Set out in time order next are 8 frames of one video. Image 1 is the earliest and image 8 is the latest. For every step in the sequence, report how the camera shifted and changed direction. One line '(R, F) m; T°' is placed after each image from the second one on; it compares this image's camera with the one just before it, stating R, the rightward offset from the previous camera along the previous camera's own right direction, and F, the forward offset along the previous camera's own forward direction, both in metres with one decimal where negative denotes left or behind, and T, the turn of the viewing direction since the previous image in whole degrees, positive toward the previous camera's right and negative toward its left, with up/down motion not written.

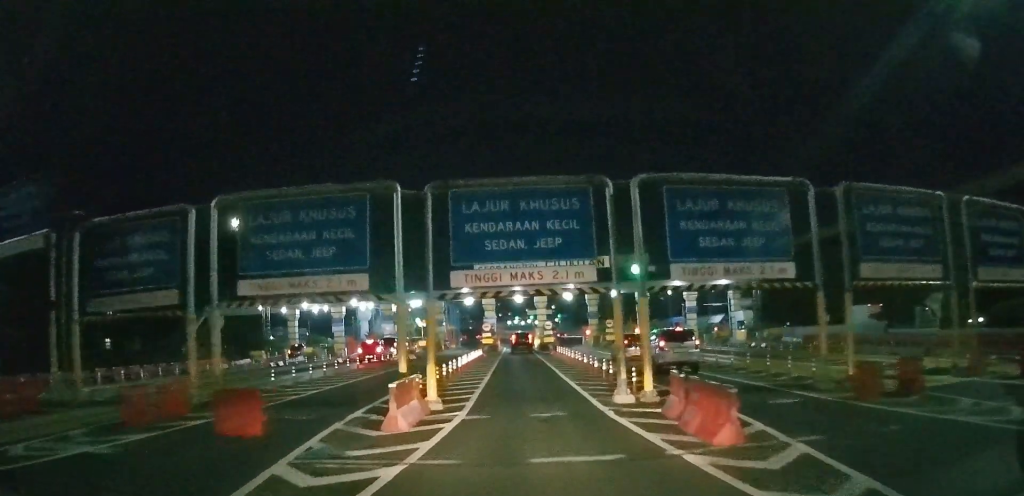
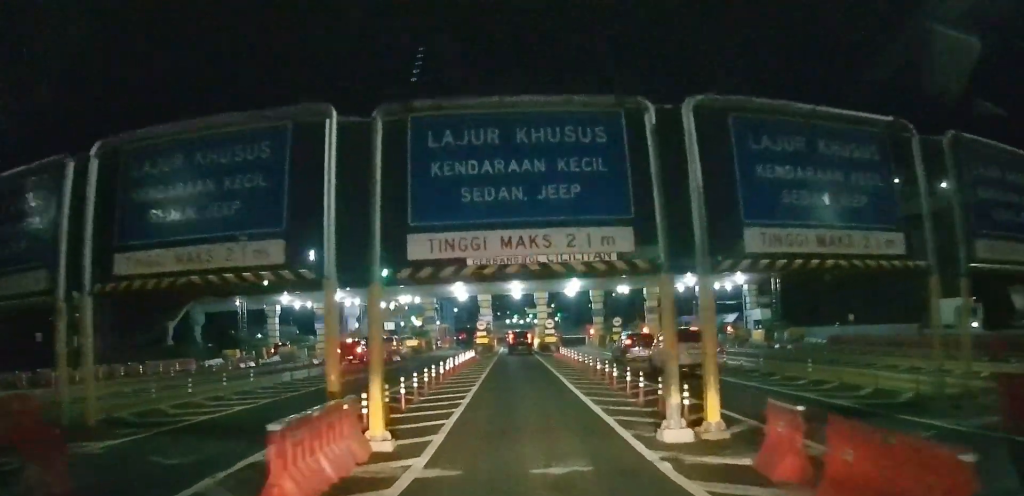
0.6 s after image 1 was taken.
(0.0, +5.5) m; 0°
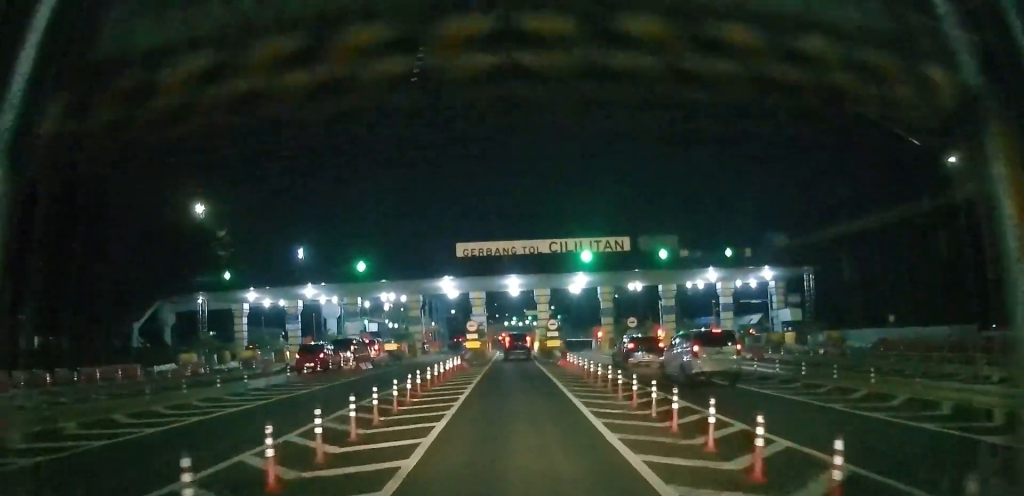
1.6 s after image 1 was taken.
(0.0, +7.9) m; 0°
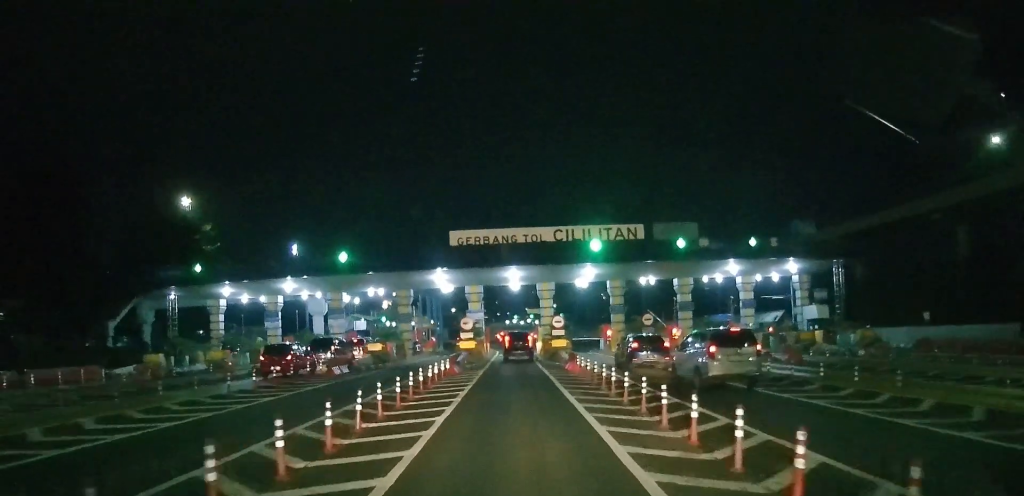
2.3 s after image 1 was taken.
(0.0, +5.0) m; 0°
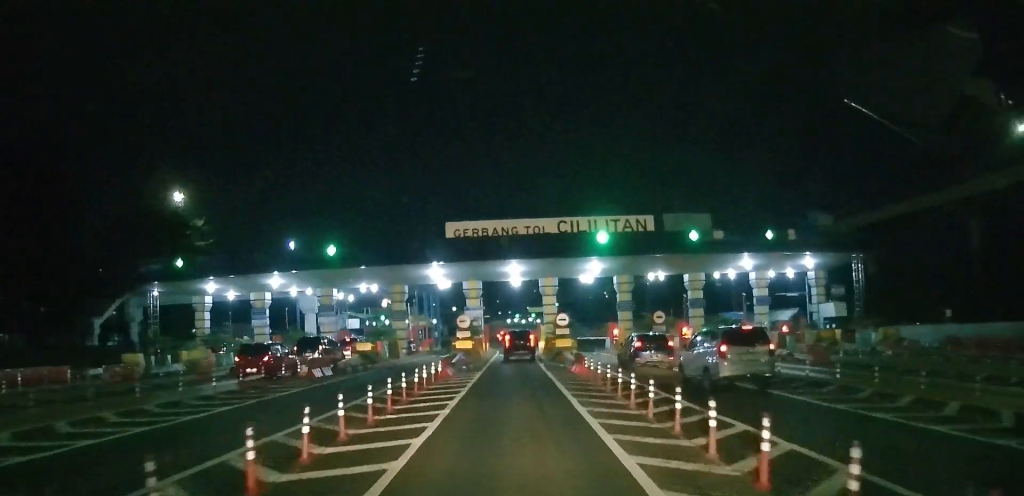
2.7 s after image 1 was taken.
(0.0, +3.2) m; 0°
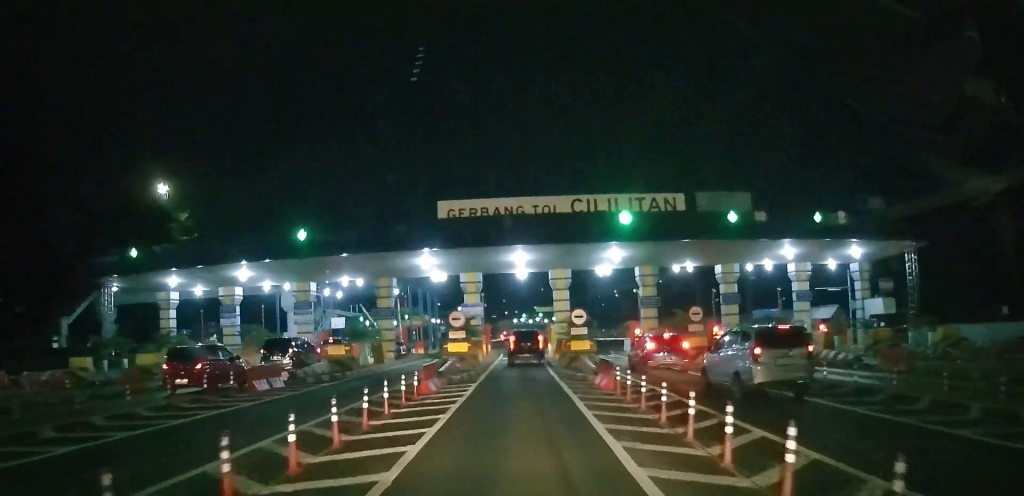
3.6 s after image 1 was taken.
(0.0, +6.2) m; -1°
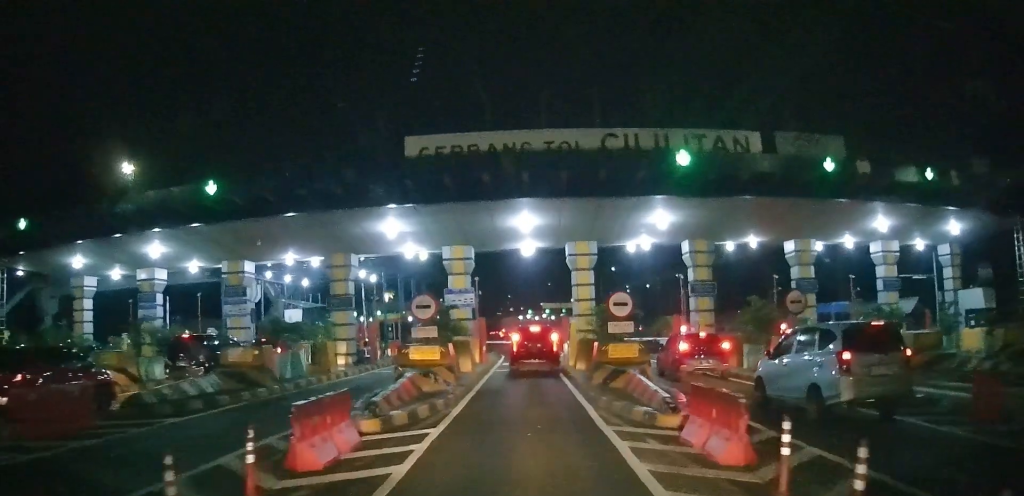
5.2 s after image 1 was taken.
(0.0, +10.6) m; +1°
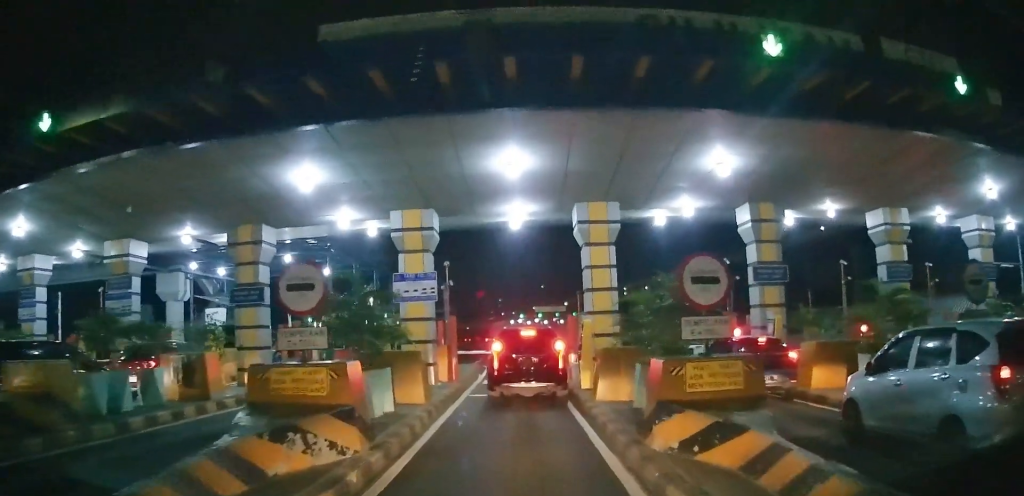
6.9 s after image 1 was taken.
(0.0, +10.1) m; -1°
